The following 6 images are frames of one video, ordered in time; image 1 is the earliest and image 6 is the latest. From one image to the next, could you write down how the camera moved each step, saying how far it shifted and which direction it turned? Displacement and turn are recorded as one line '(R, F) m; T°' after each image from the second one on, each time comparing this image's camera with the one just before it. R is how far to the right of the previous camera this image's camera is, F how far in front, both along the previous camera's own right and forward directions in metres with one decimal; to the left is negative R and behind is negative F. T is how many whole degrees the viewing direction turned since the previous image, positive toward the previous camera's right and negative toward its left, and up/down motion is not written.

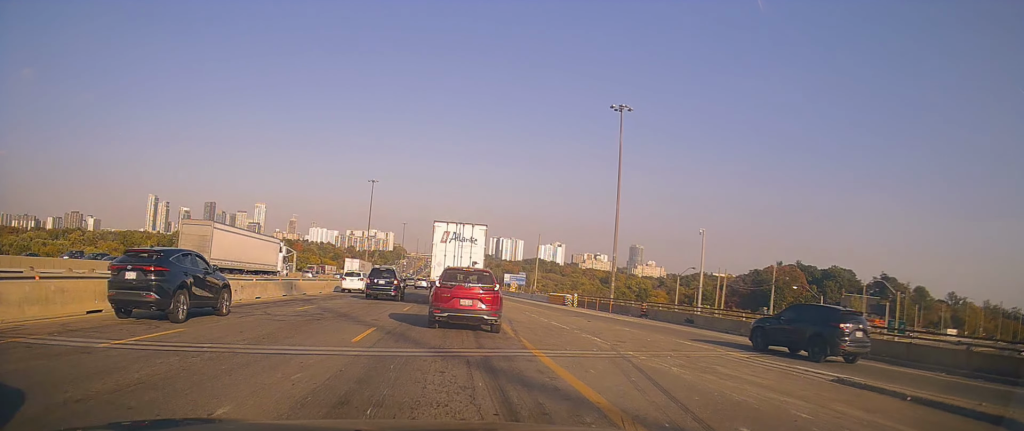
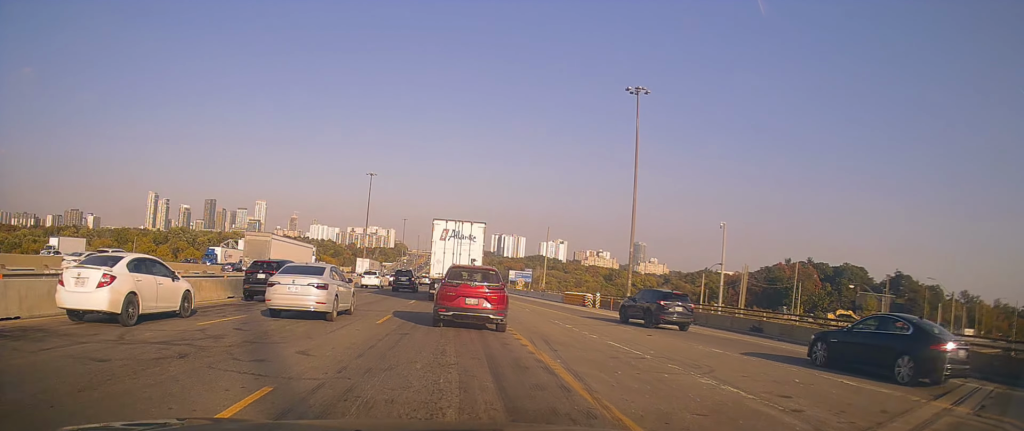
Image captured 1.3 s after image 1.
(+0.2, +7.8) m; -3°
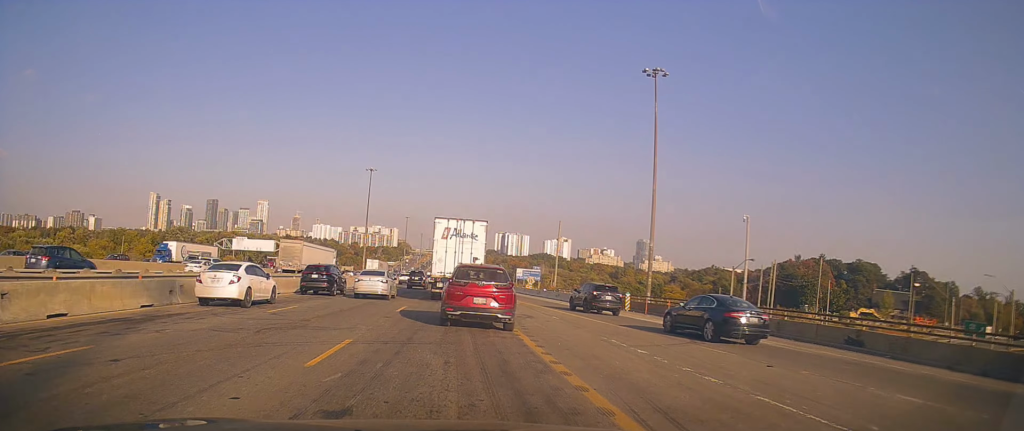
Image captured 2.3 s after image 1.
(-0.4, +7.2) m; +1°
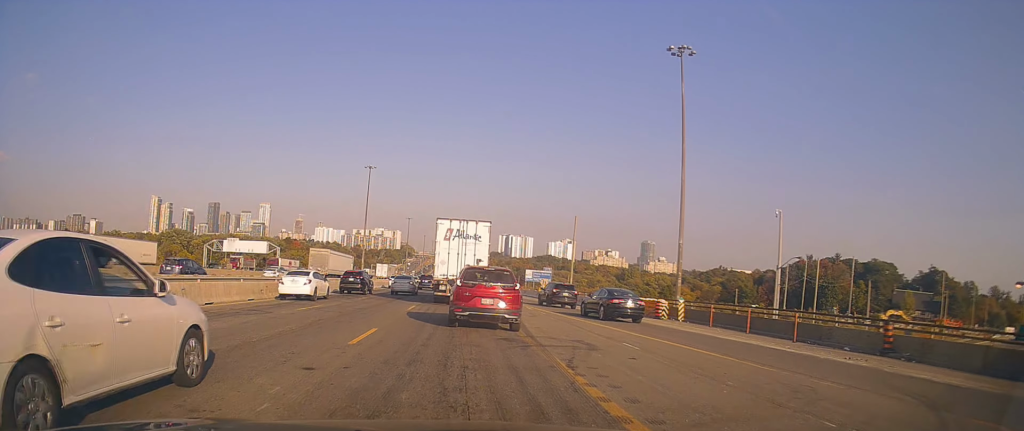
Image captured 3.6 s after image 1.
(+0.6, +9.2) m; +1°
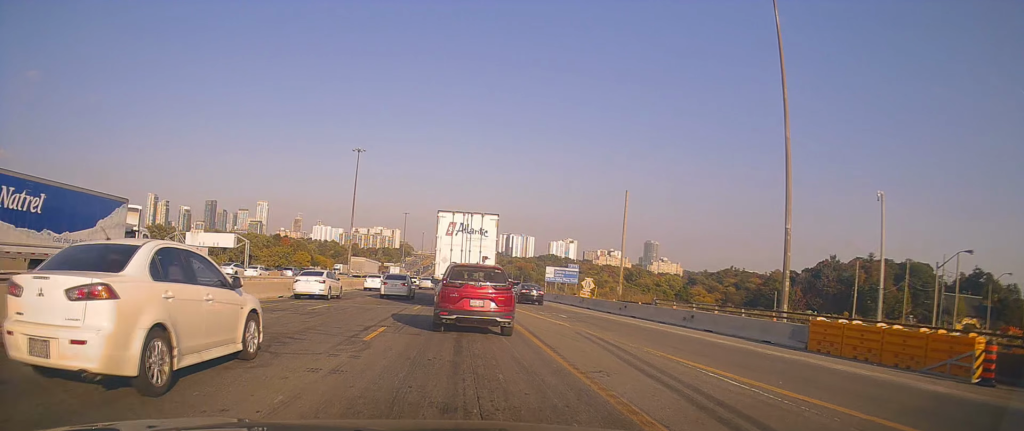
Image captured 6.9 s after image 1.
(-0.9, +23.4) m; +3°
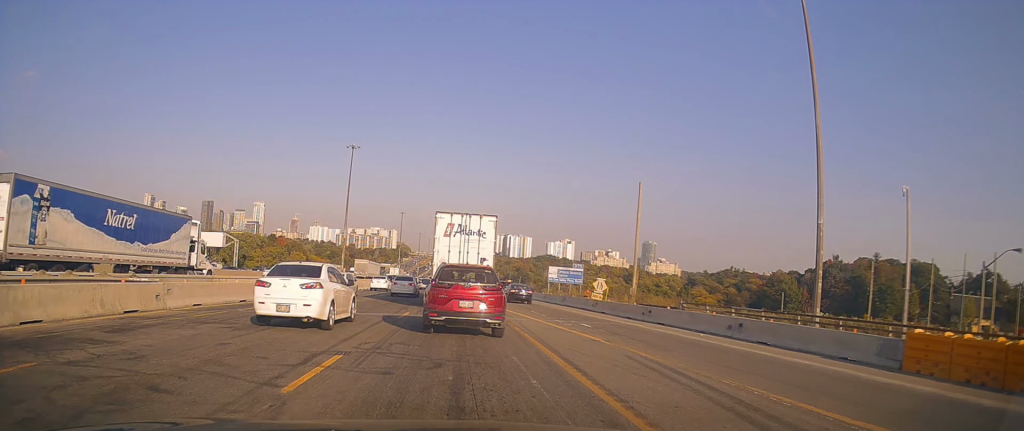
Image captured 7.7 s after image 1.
(0.0, +5.1) m; -2°
